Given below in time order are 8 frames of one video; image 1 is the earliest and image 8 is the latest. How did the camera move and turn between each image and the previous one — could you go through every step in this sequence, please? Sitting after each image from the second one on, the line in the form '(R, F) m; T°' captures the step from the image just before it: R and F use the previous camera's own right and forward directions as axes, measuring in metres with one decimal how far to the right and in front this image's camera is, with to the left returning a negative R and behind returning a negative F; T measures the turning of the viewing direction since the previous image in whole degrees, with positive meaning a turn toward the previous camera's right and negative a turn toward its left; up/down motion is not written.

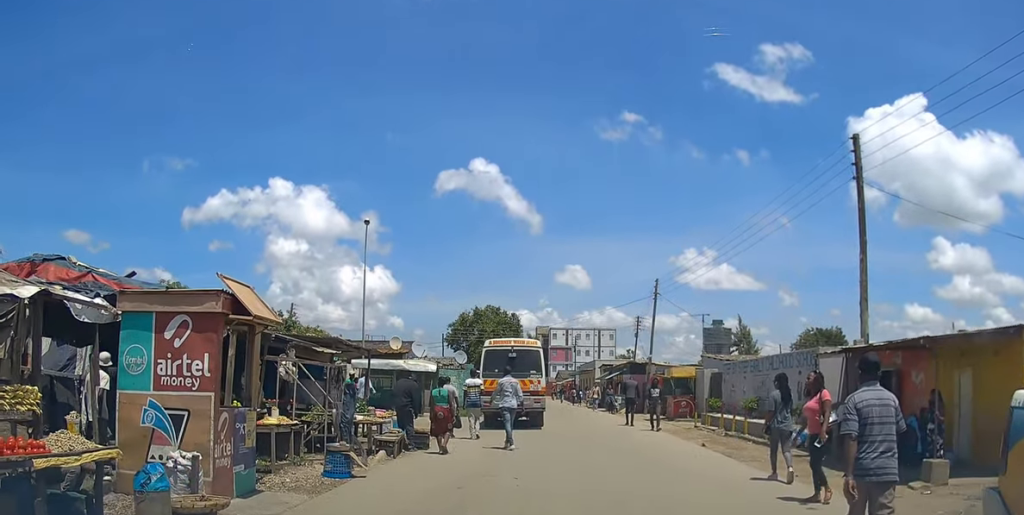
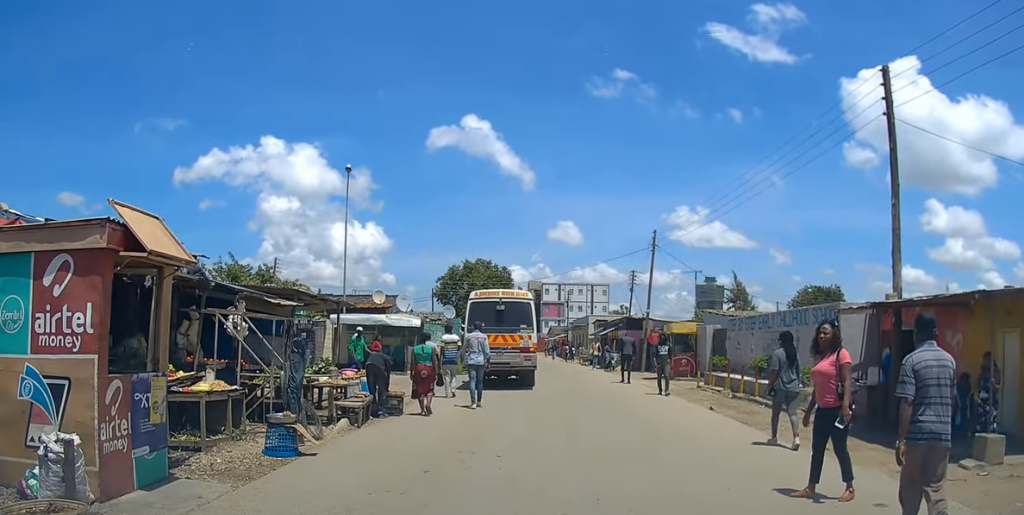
(+0.2, +1.9) m; +2°
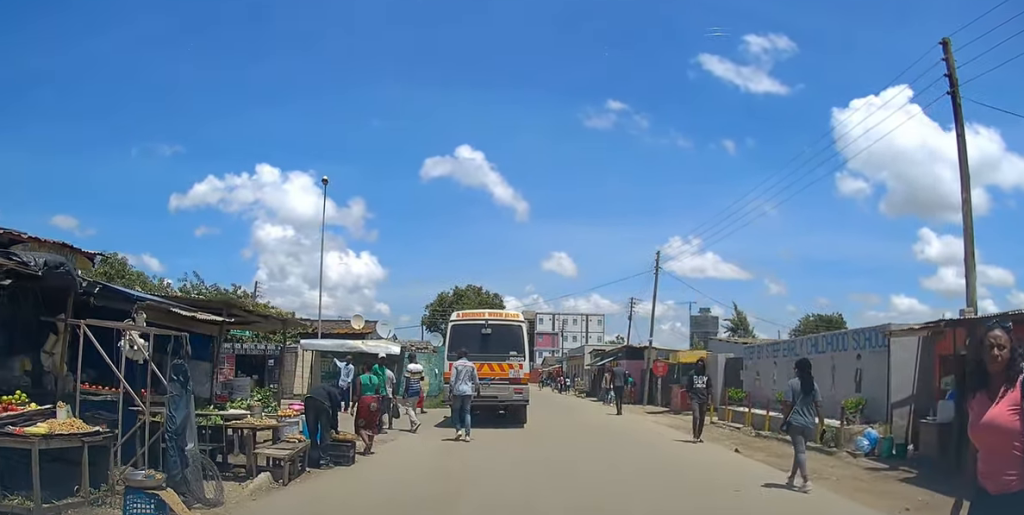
(-0.1, +2.8) m; 0°
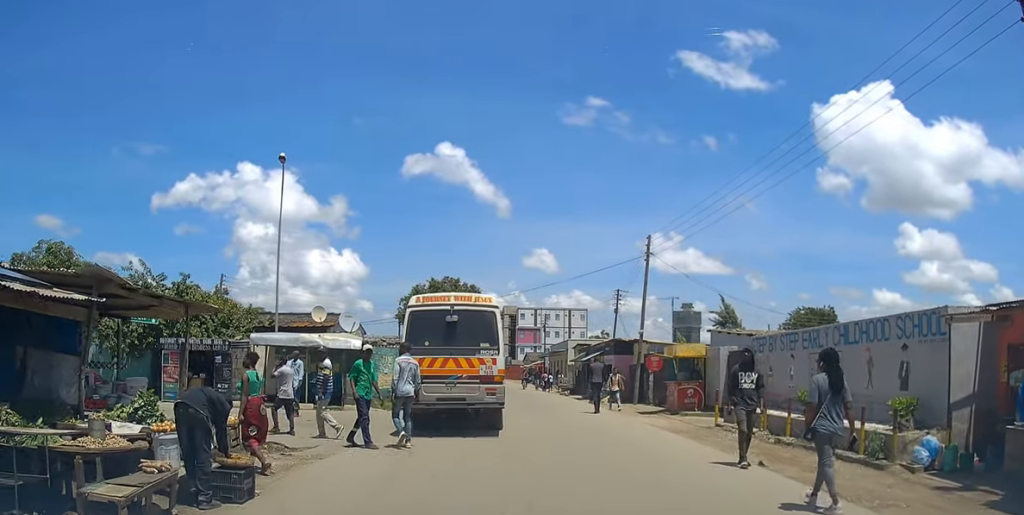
(0.0, +2.6) m; +1°
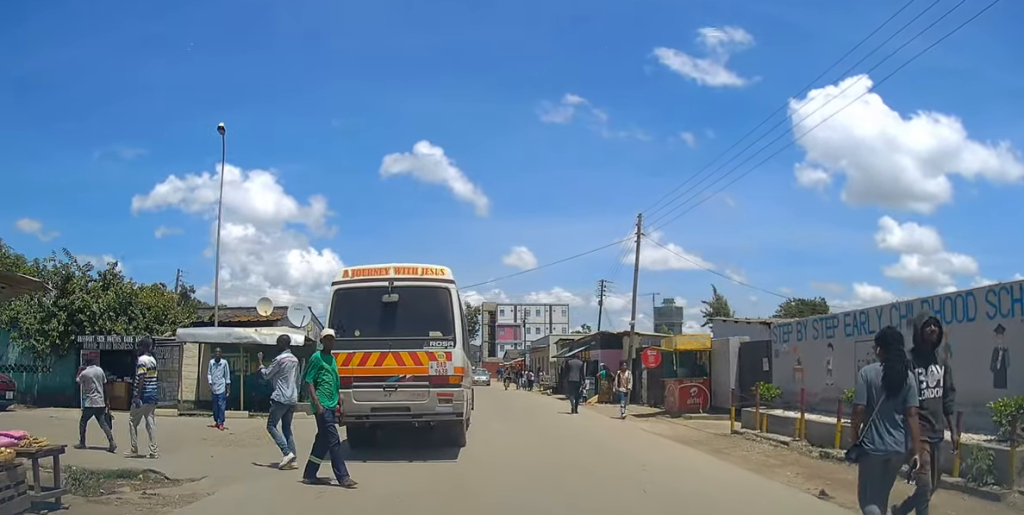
(+0.1, +3.5) m; +1°
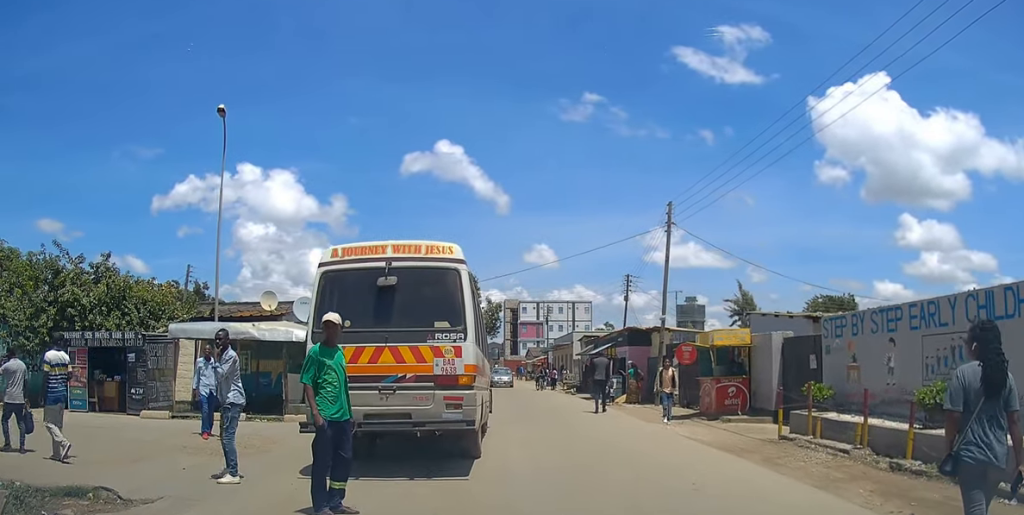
(0.0, +1.9) m; -2°
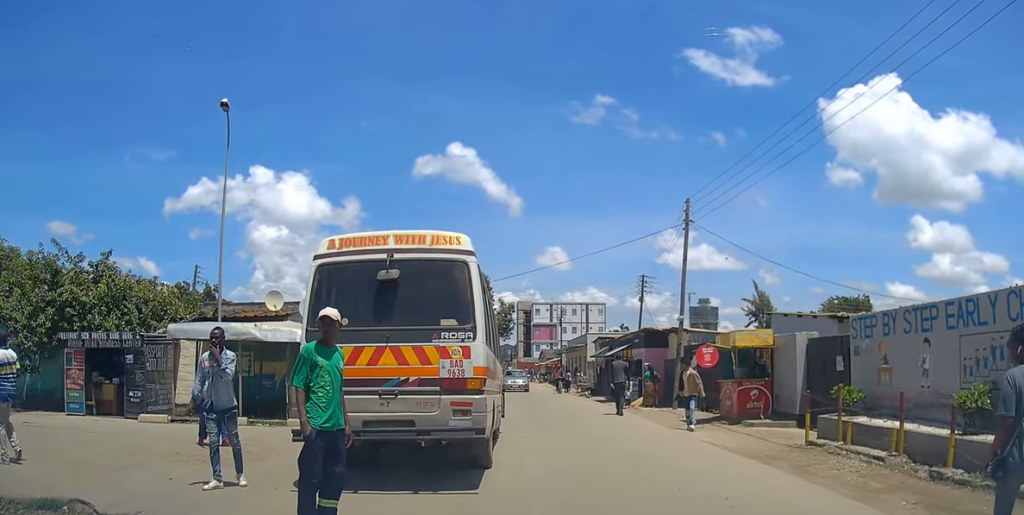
(-0.1, +1.0) m; 0°
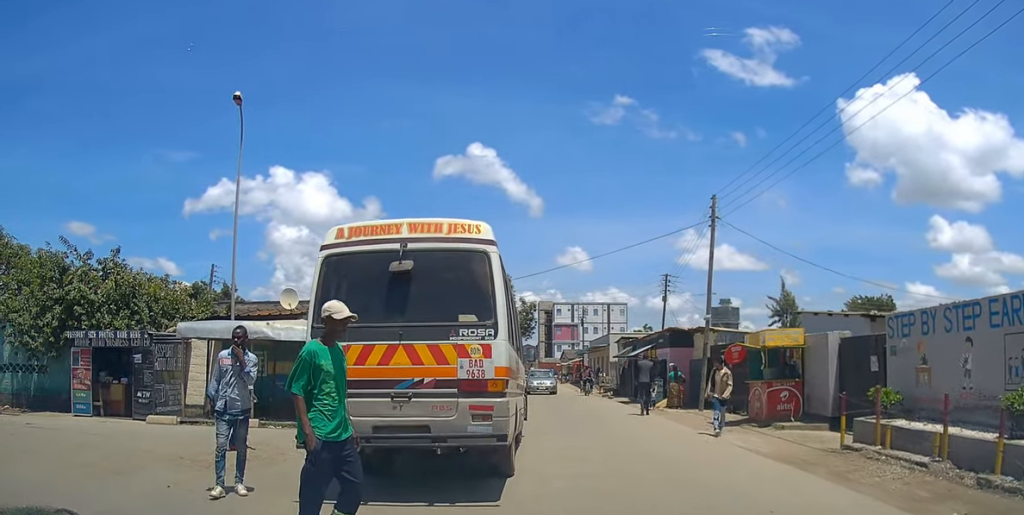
(-0.1, +0.7) m; 0°
